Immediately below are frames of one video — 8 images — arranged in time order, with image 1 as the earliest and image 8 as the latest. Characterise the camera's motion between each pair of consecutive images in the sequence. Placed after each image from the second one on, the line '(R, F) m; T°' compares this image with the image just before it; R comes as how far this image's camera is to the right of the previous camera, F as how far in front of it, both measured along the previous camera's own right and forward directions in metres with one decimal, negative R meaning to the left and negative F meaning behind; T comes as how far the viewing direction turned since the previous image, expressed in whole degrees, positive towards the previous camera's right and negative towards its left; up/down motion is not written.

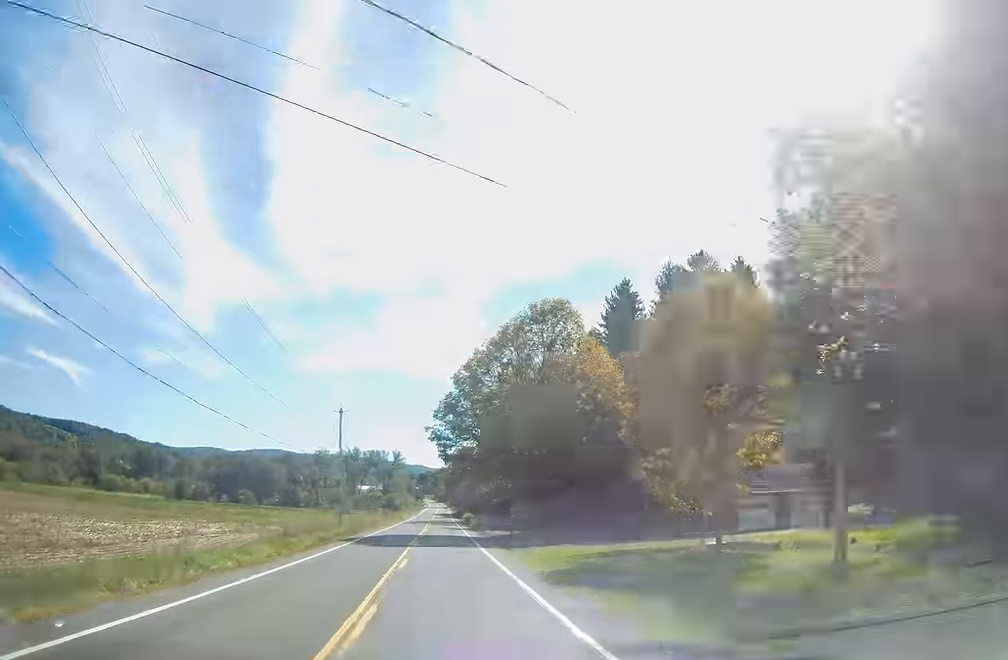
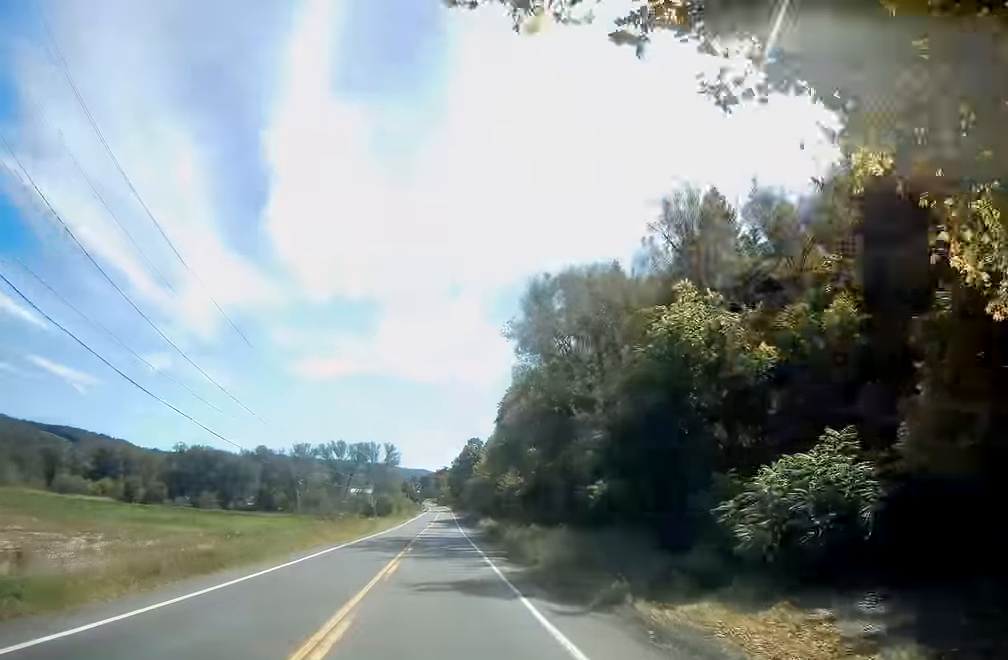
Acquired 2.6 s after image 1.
(+0.8, +50.2) m; +1°
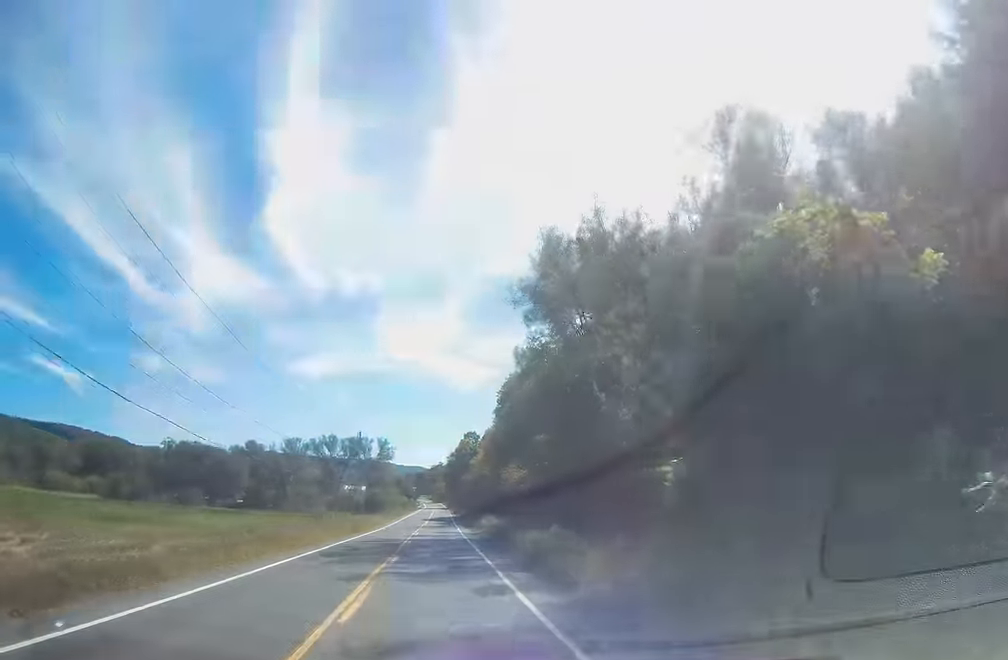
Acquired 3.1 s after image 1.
(0.0, +8.8) m; 0°
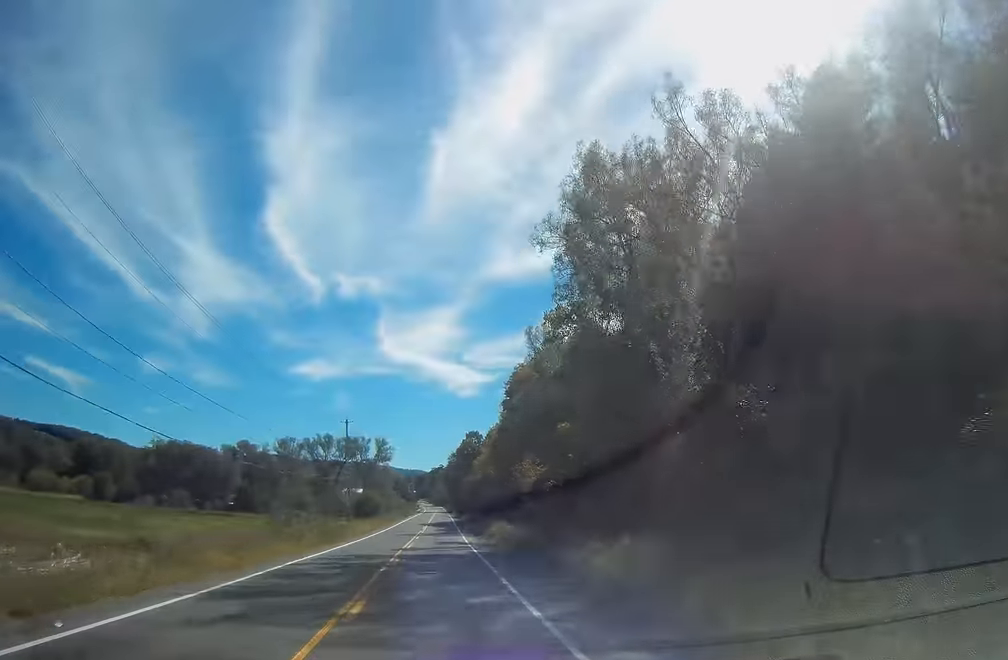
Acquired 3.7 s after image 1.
(0.0, +11.9) m; 0°
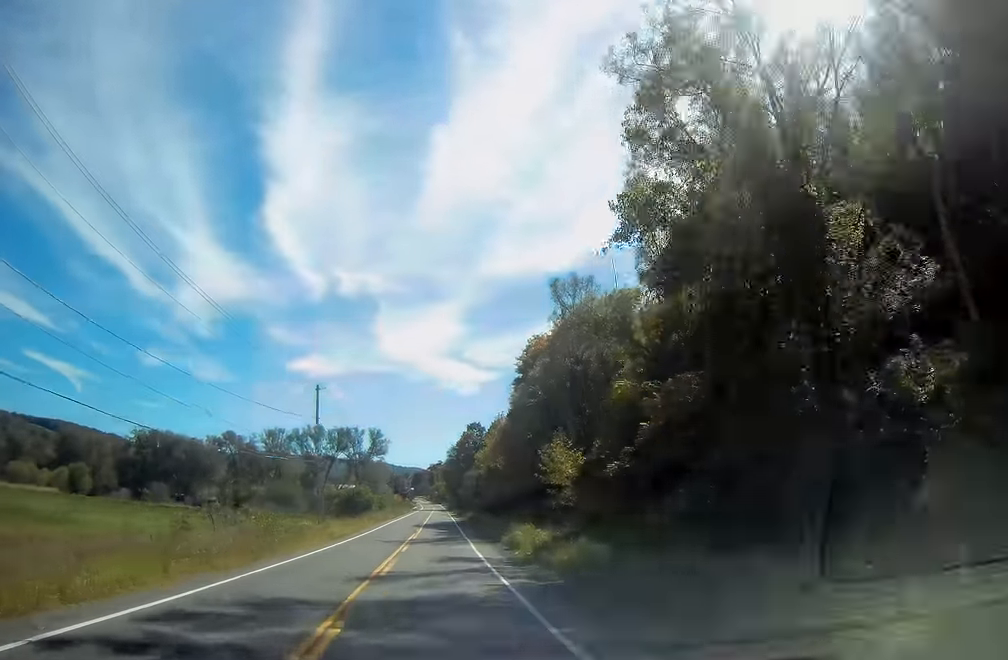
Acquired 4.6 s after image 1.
(-0.1, +16.2) m; 0°
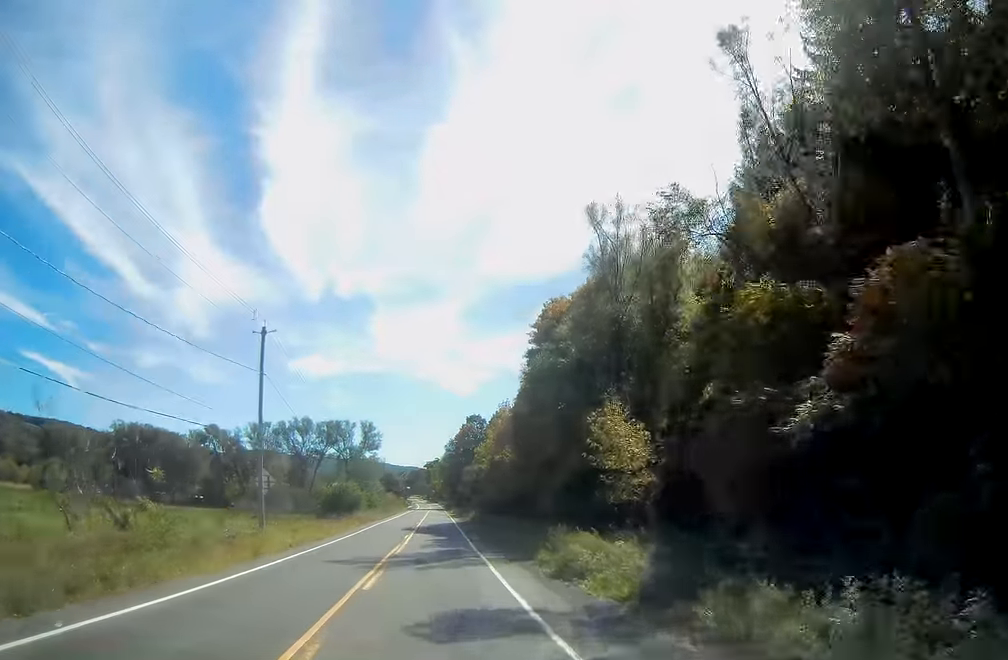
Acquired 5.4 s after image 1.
(+0.1, +15.7) m; 0°
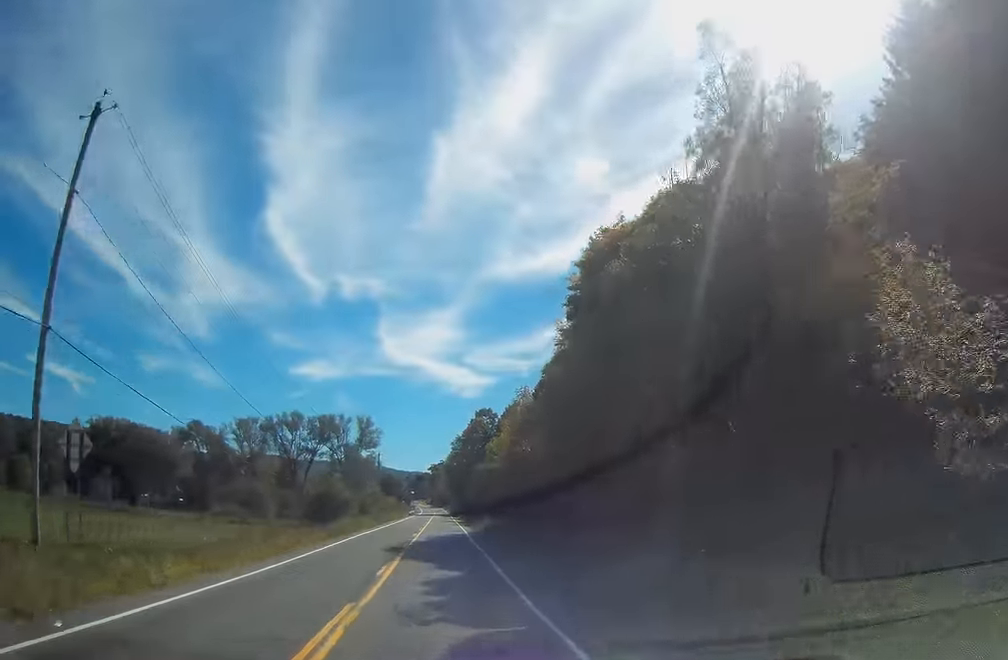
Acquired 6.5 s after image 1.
(+0.1, +20.6) m; 0°
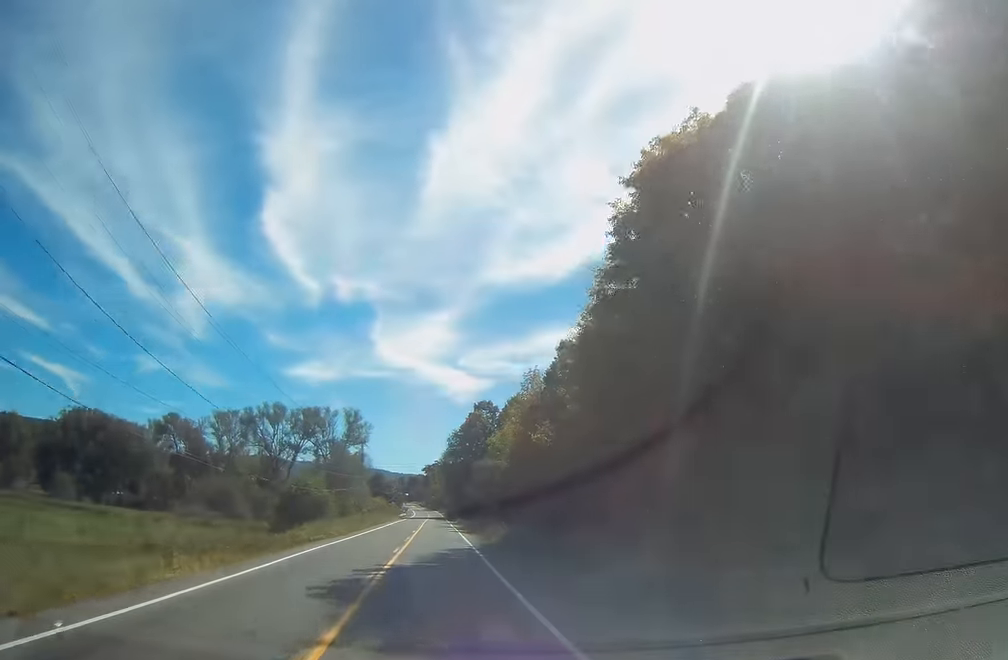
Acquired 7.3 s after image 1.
(0.0, +14.9) m; 0°
